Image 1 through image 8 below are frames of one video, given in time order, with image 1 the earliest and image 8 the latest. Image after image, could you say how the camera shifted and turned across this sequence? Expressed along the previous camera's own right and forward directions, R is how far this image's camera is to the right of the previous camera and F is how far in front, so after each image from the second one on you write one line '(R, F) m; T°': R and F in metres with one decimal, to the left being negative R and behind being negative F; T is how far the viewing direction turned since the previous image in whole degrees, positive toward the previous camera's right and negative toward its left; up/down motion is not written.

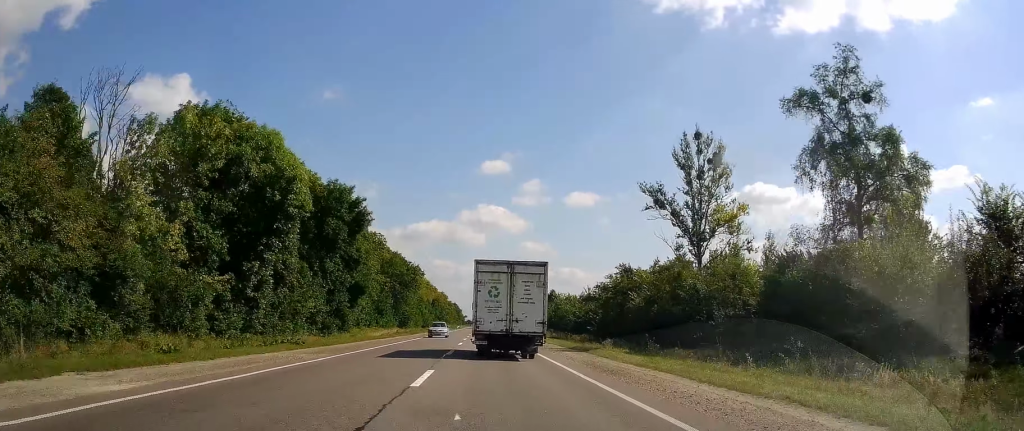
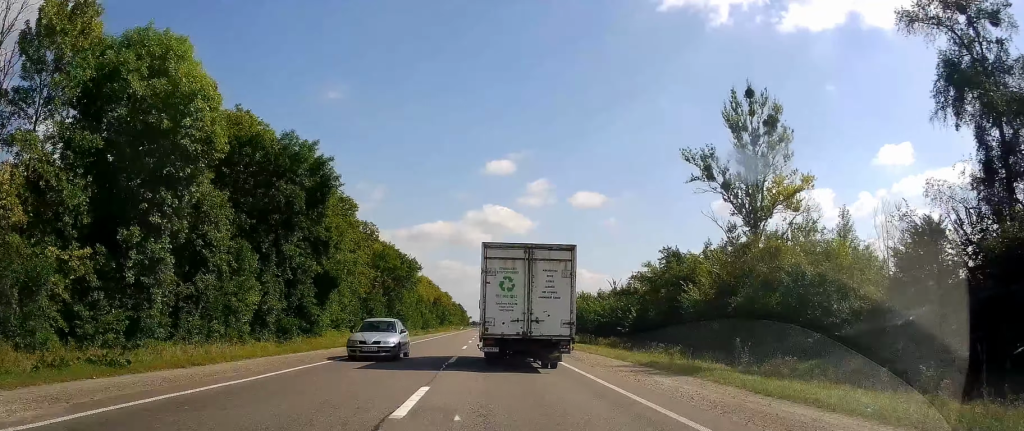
(0.0, +16.2) m; +1°
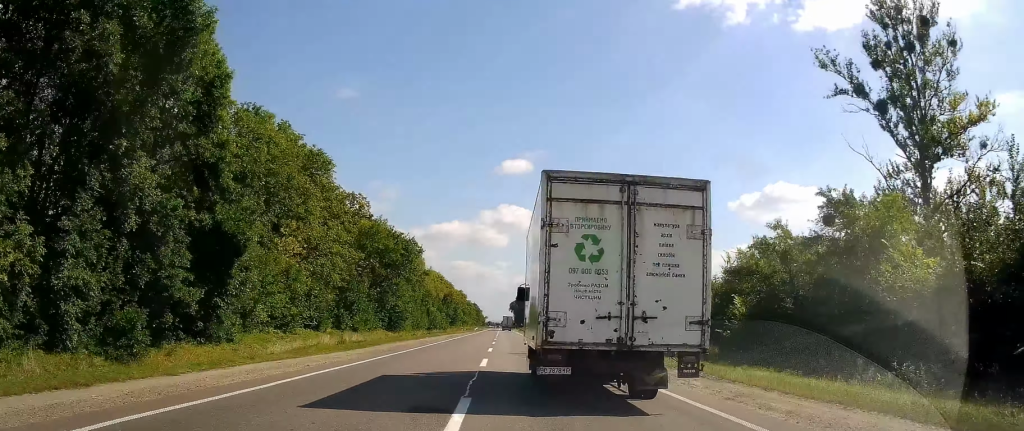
(+0.2, +26.1) m; +1°
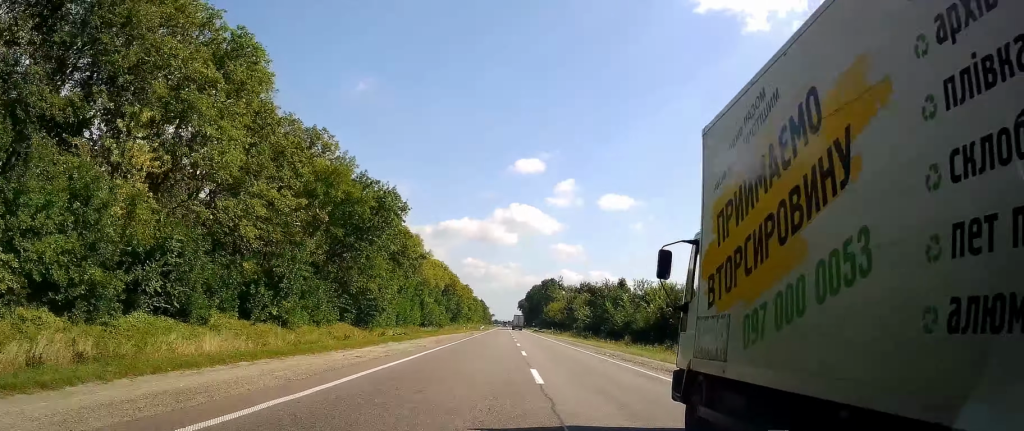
(+0.1, +28.5) m; -1°
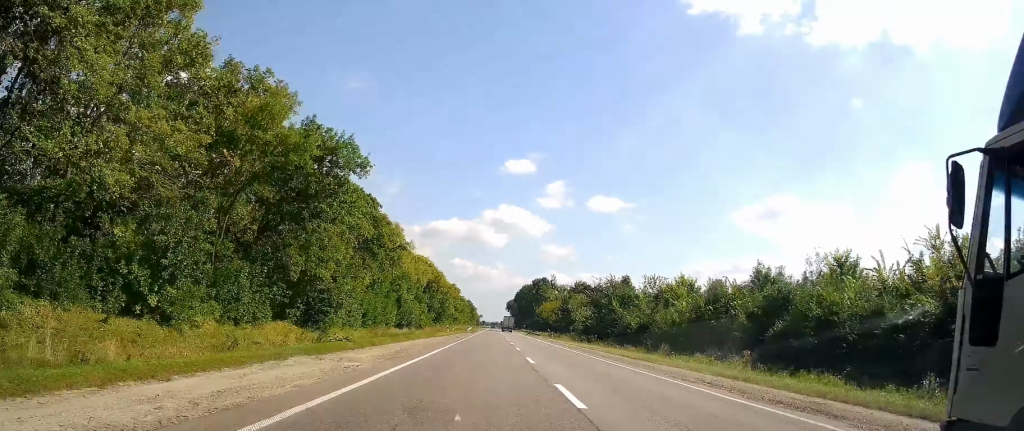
(-0.1, +16.1) m; -1°
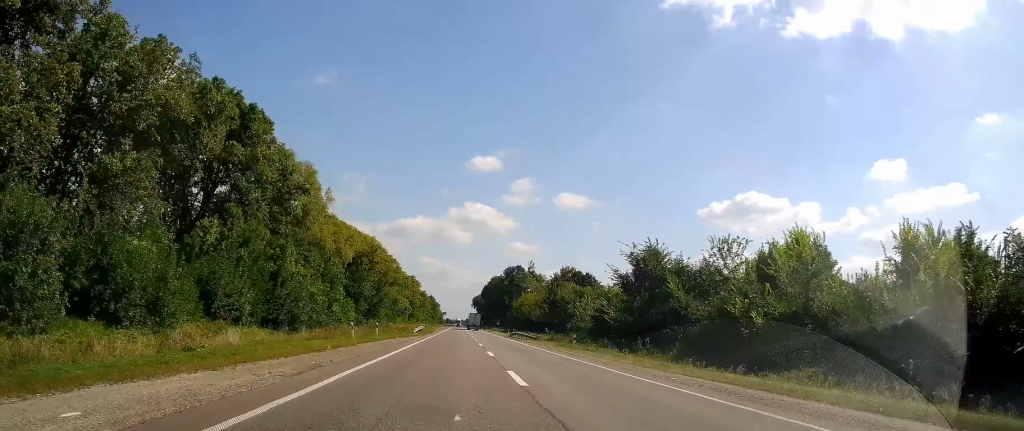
(-0.9, +44.7) m; -1°
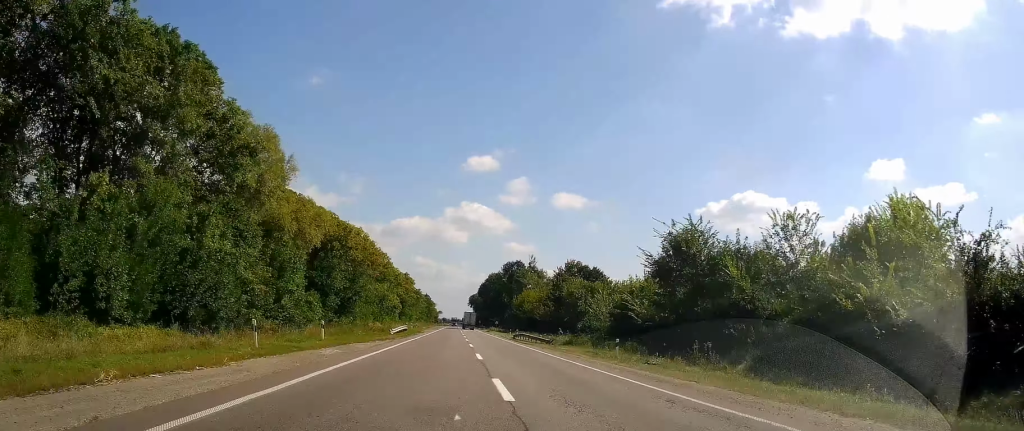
(-0.2, +14.9) m; +1°
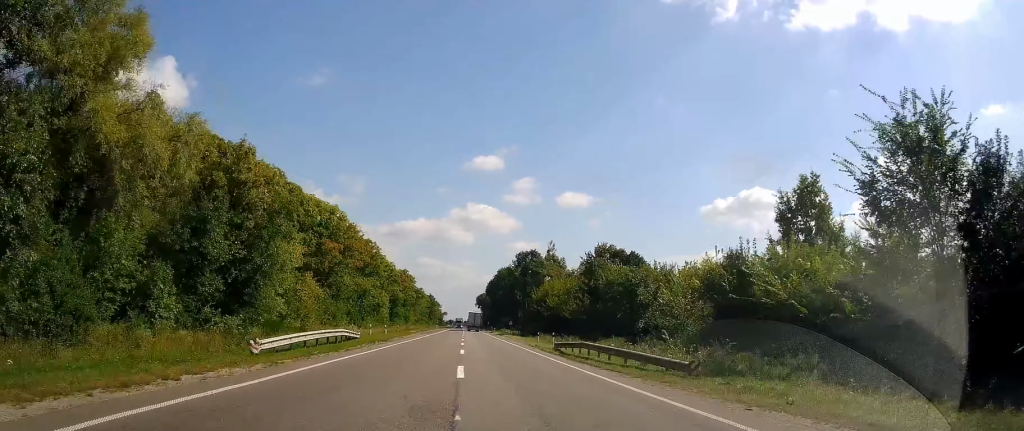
(+0.7, +31.1) m; +2°
